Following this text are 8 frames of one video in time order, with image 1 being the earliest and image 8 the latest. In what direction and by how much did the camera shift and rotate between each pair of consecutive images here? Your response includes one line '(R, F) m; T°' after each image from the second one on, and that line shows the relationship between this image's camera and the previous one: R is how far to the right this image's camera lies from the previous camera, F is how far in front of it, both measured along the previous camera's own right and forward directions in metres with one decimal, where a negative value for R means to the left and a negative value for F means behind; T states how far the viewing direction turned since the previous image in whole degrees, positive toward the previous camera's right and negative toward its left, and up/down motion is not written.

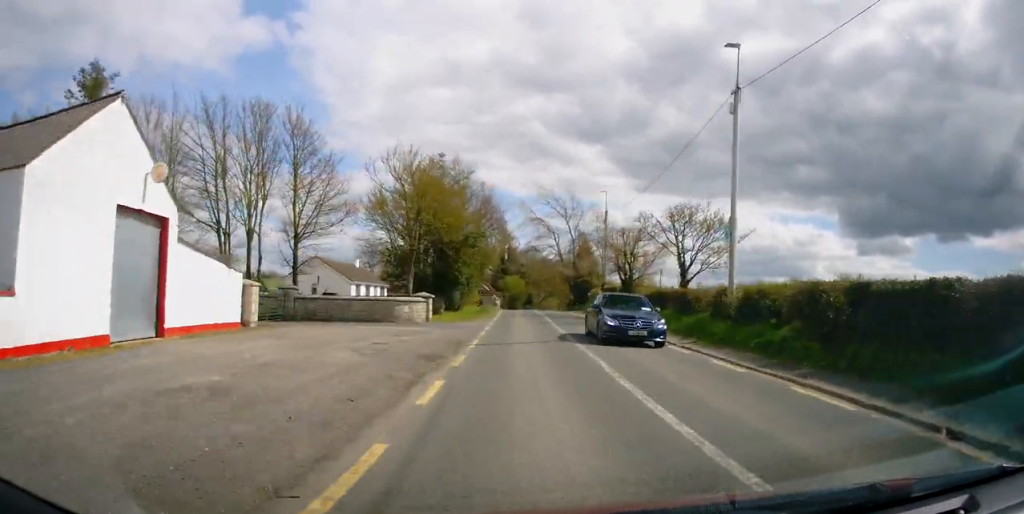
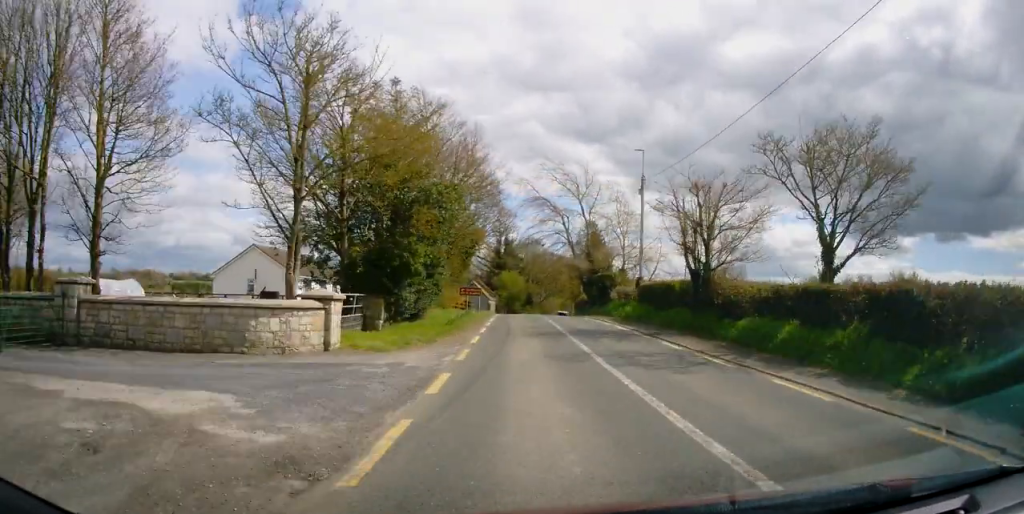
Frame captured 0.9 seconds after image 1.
(+0.2, +14.4) m; +6°
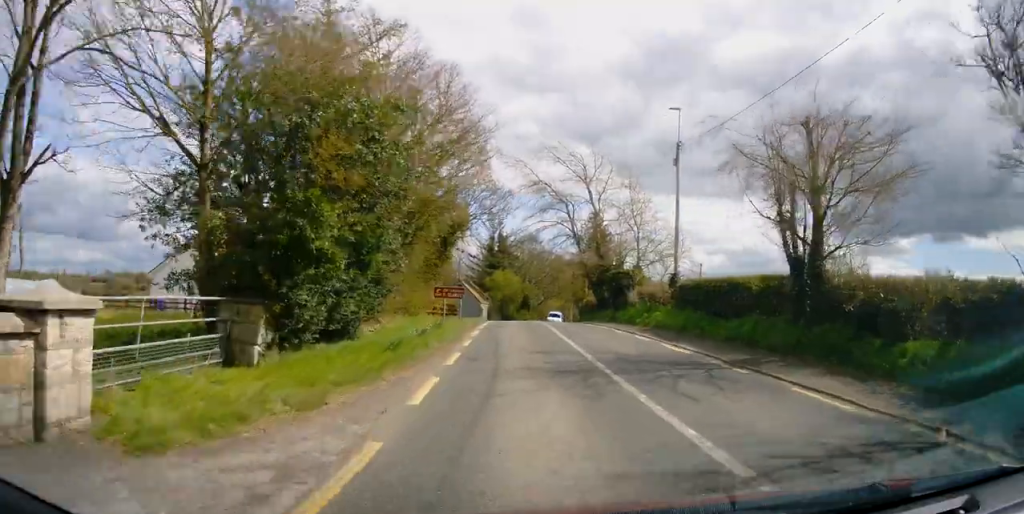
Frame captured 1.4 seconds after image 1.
(+1.7, +7.1) m; -3°
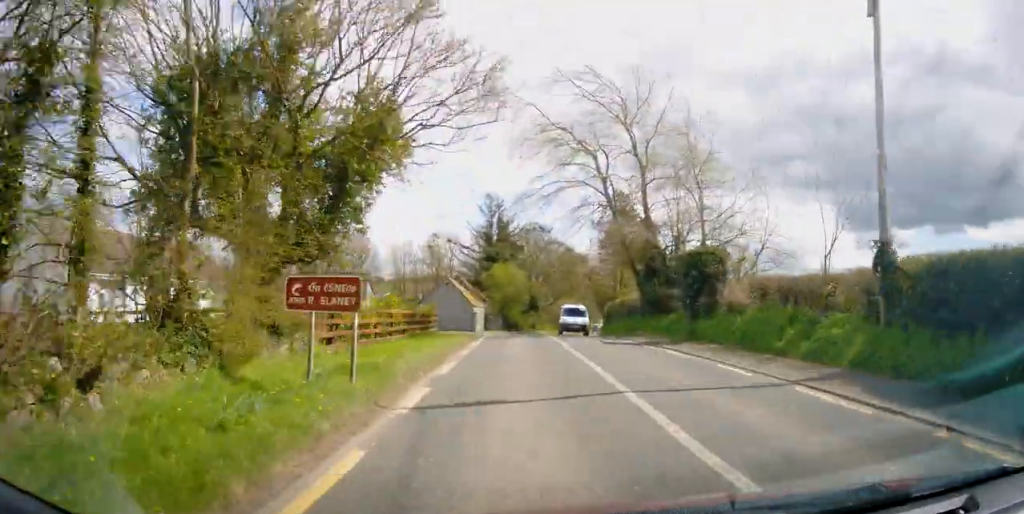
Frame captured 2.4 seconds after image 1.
(-2.2, +15.7) m; -9°
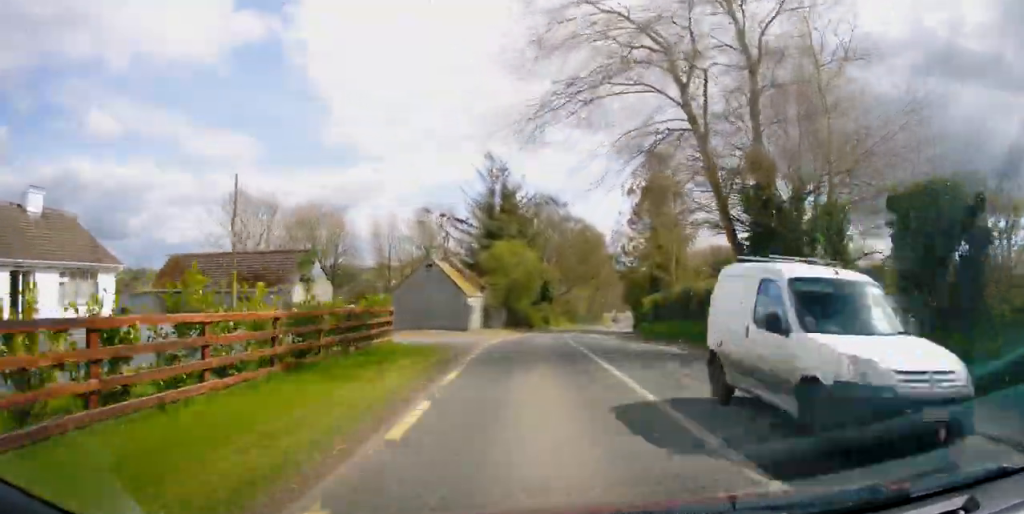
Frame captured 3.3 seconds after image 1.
(-0.4, +13.9) m; +1°
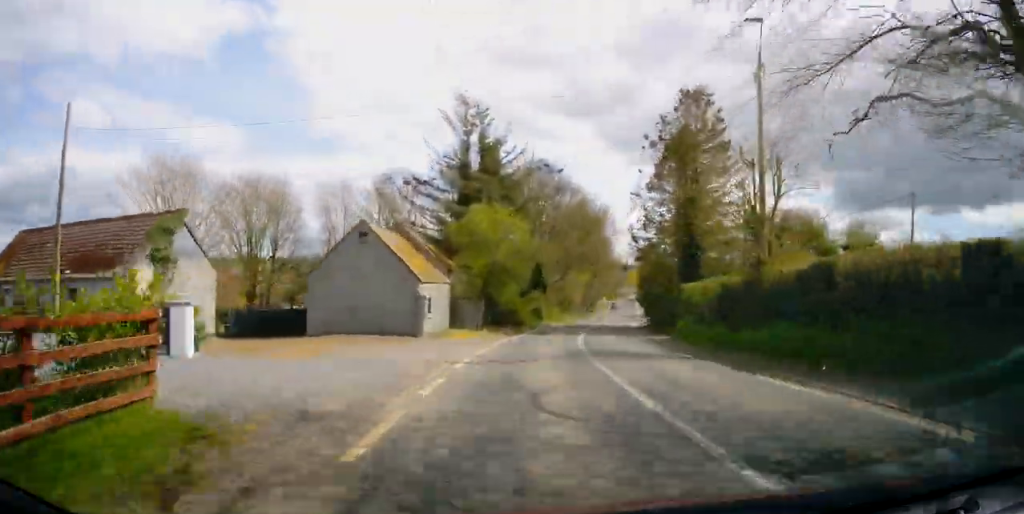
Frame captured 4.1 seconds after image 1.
(+0.7, +13.1) m; +4°
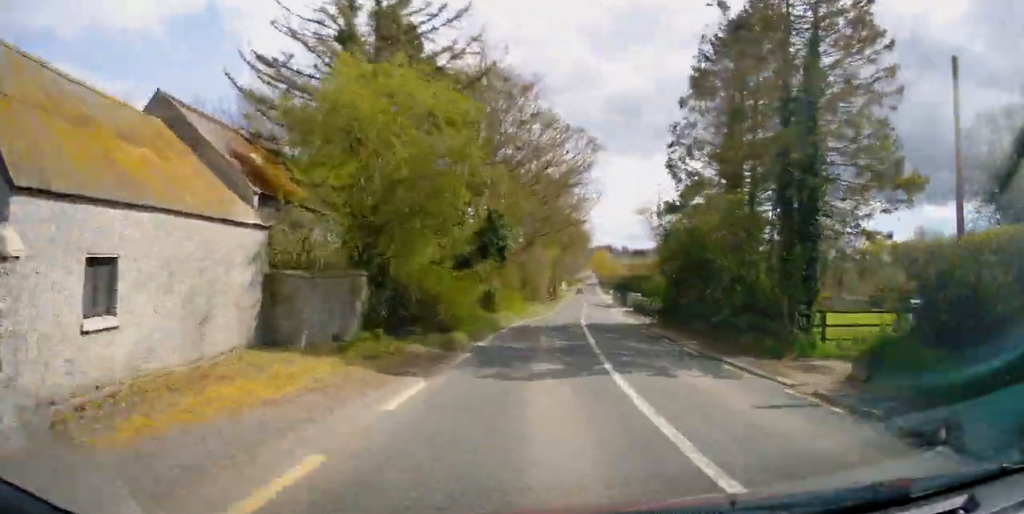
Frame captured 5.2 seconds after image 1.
(+0.4, +18.6) m; +2°
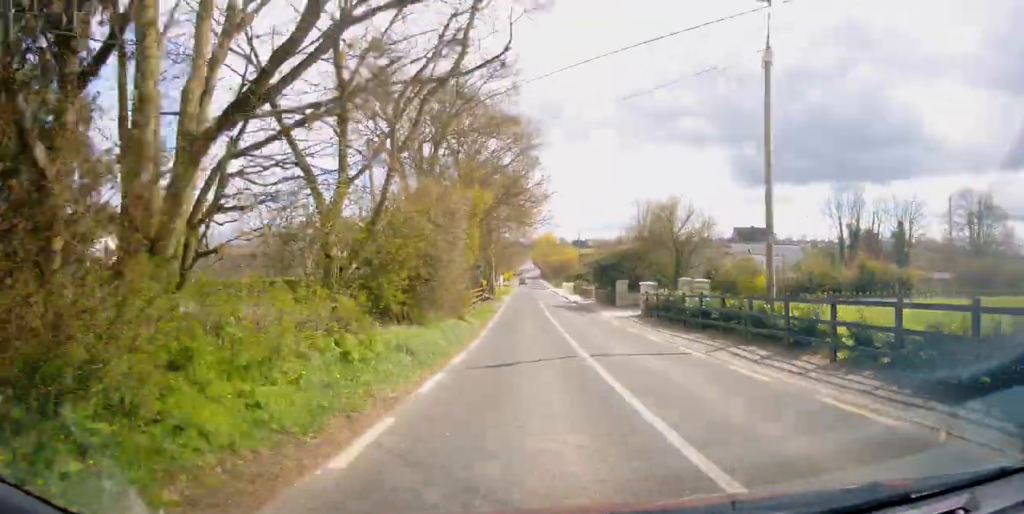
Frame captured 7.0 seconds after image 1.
(+3.5, +28.6) m; +16°
